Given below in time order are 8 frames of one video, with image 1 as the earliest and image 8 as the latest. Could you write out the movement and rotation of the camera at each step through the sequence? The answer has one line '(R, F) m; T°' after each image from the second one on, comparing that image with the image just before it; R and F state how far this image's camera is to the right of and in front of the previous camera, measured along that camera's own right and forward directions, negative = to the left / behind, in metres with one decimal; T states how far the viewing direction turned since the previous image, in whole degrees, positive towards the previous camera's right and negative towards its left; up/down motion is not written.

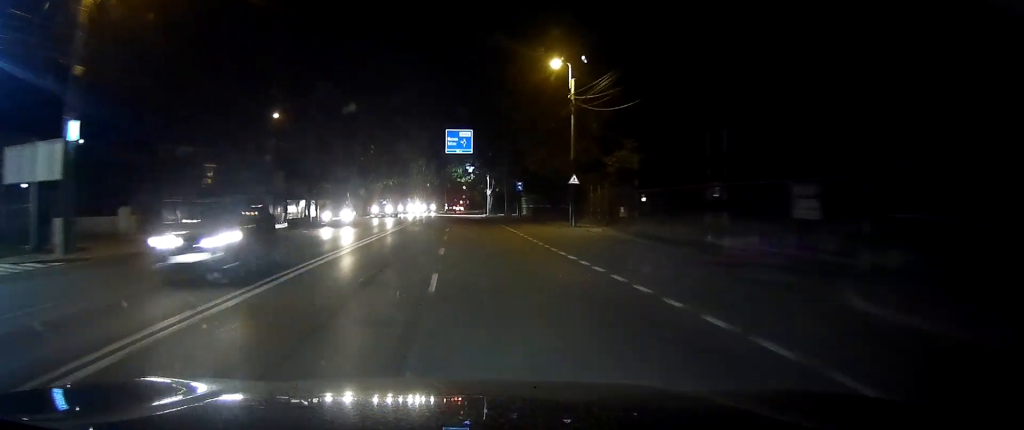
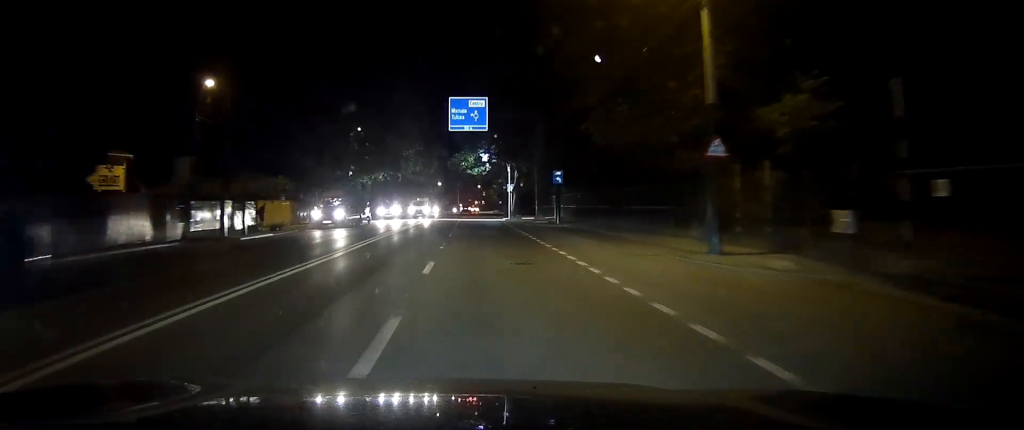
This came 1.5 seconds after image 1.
(-0.1, +22.7) m; -1°
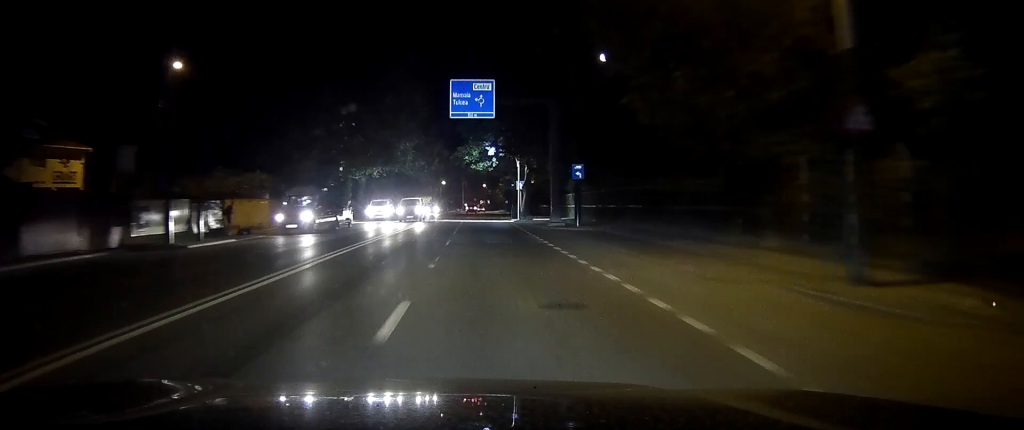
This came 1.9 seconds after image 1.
(-0.1, +7.1) m; 0°
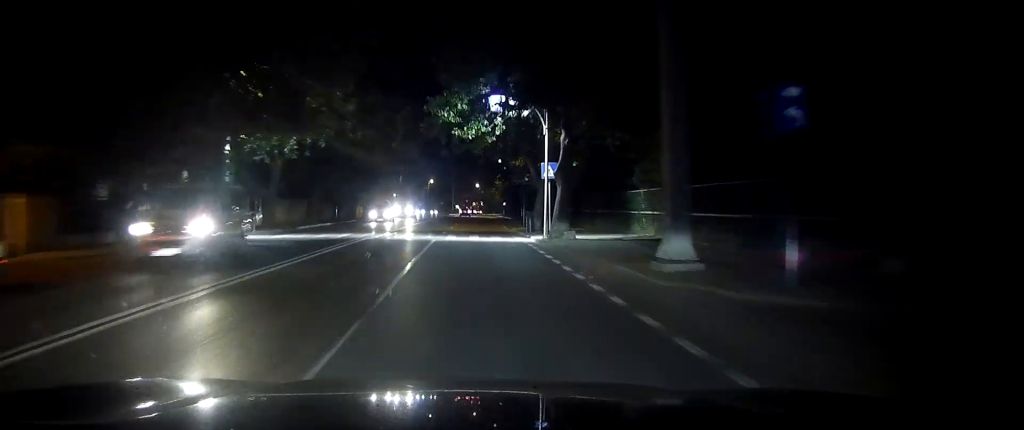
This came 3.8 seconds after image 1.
(+0.1, +28.3) m; 0°
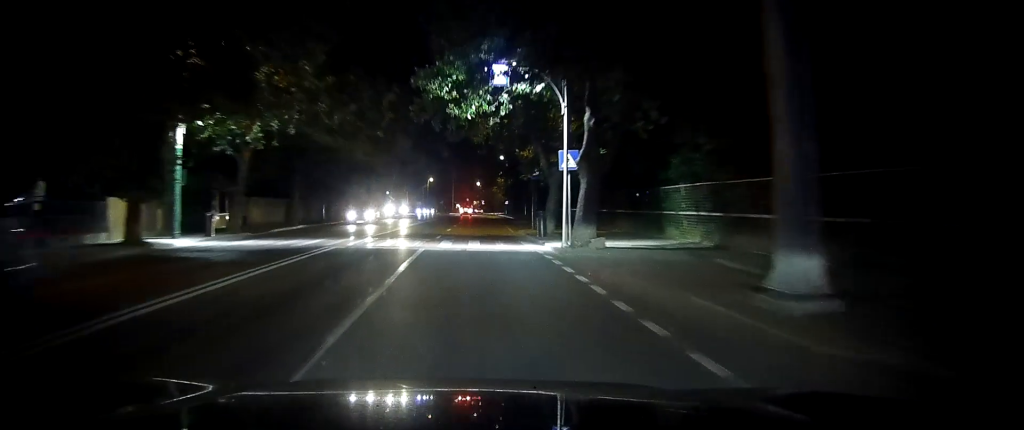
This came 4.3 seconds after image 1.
(0.0, +6.3) m; 0°
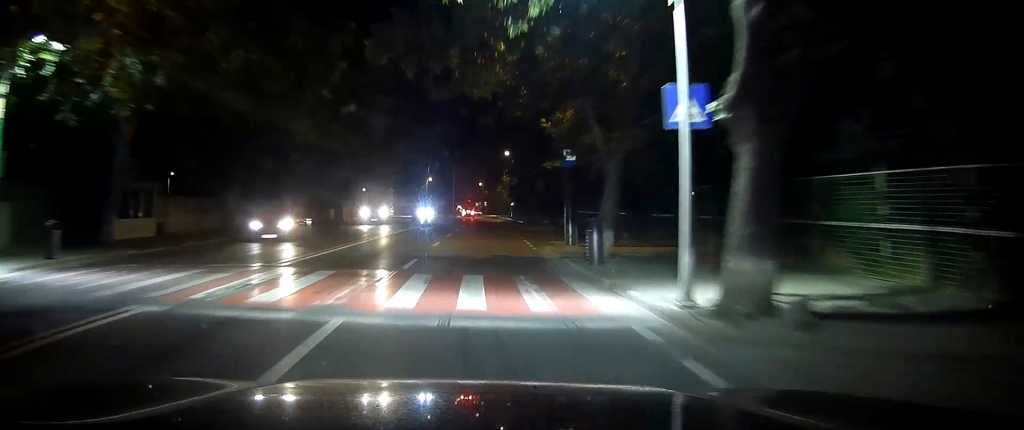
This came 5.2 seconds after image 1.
(0.0, +13.5) m; 0°
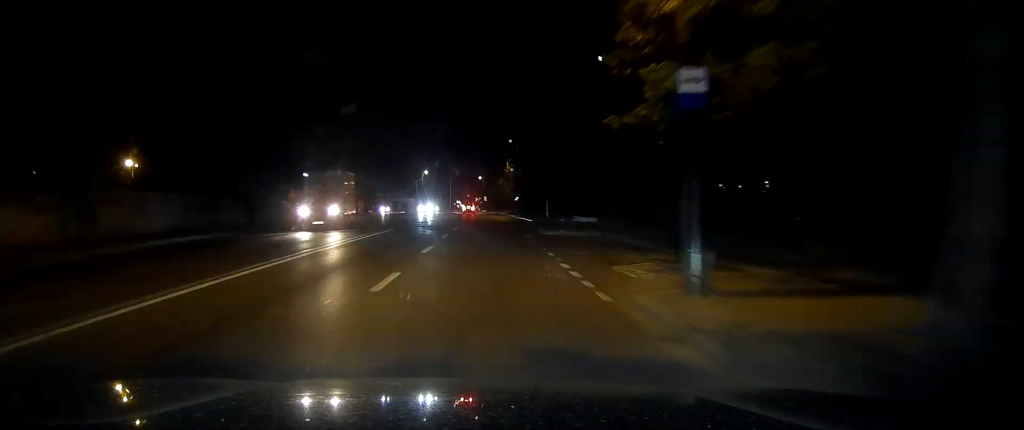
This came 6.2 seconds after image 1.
(0.0, +14.5) m; 0°
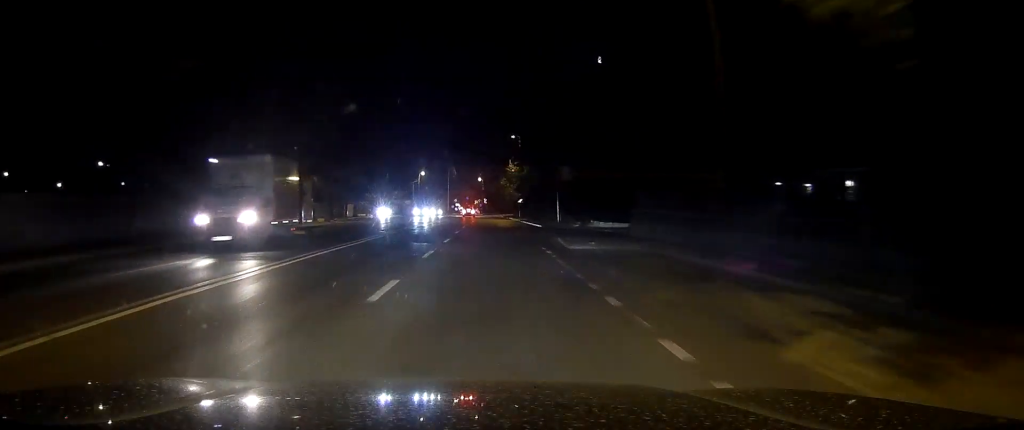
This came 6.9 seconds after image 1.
(0.0, +9.6) m; 0°
